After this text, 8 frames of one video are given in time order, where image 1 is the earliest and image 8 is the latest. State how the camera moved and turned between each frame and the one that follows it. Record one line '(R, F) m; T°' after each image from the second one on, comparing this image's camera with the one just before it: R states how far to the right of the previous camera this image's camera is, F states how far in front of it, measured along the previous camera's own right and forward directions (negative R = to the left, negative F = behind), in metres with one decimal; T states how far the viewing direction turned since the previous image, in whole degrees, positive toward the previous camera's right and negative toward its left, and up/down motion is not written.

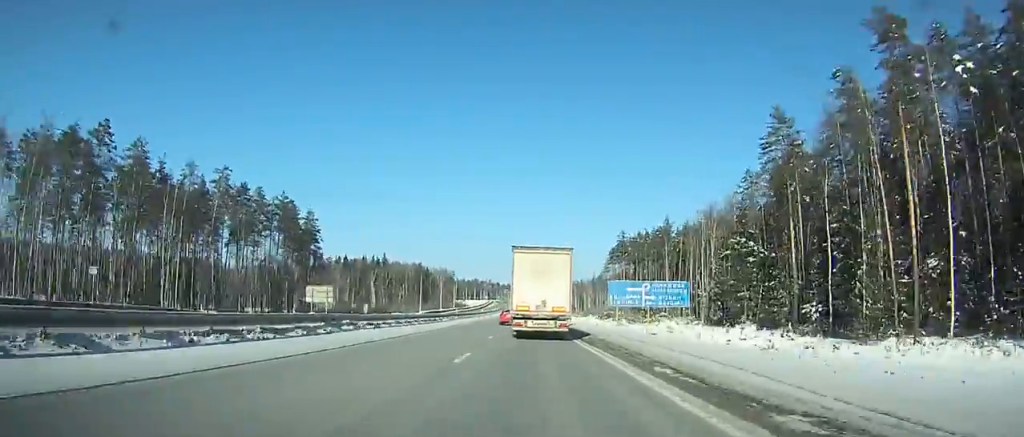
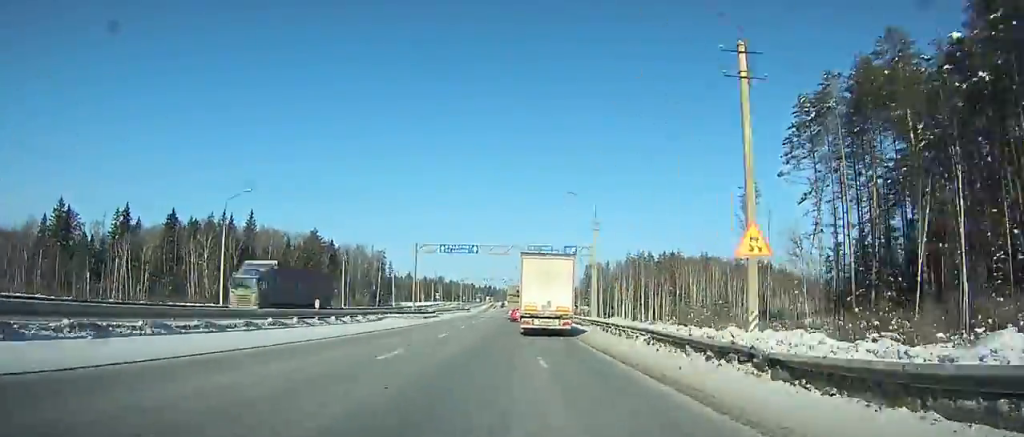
(+0.4, +156.3) m; +1°
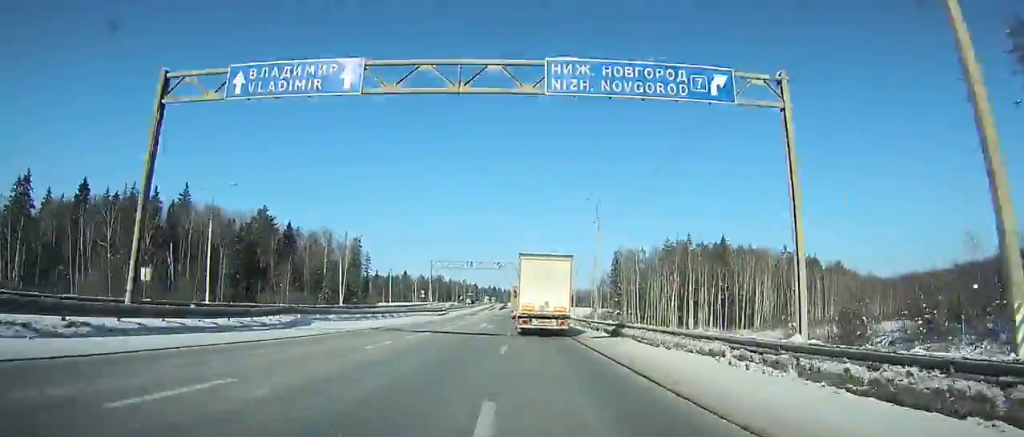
(+0.2, +42.8) m; 0°
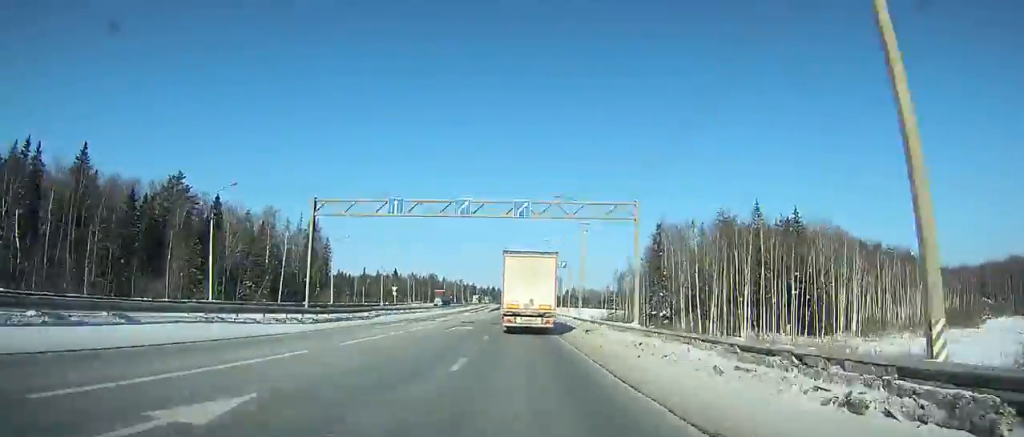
(-0.2, +39.4) m; 0°
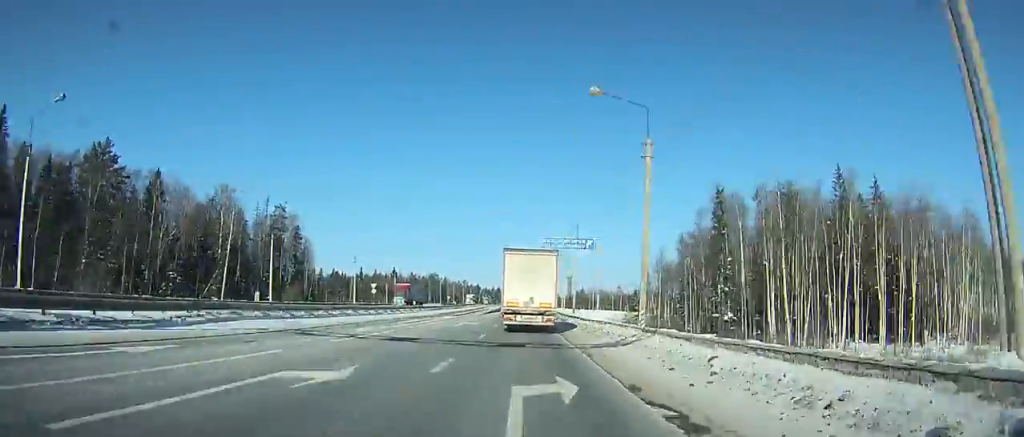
(0.0, +24.6) m; 0°
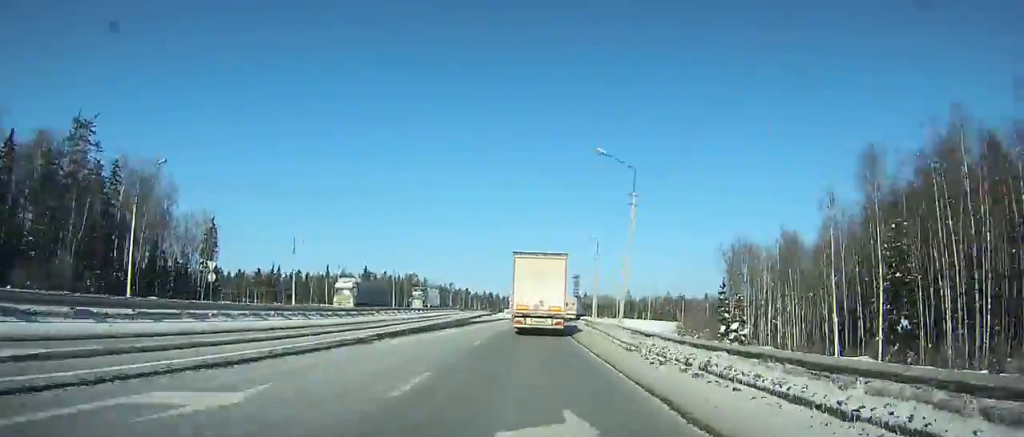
(0.0, +60.9) m; +1°
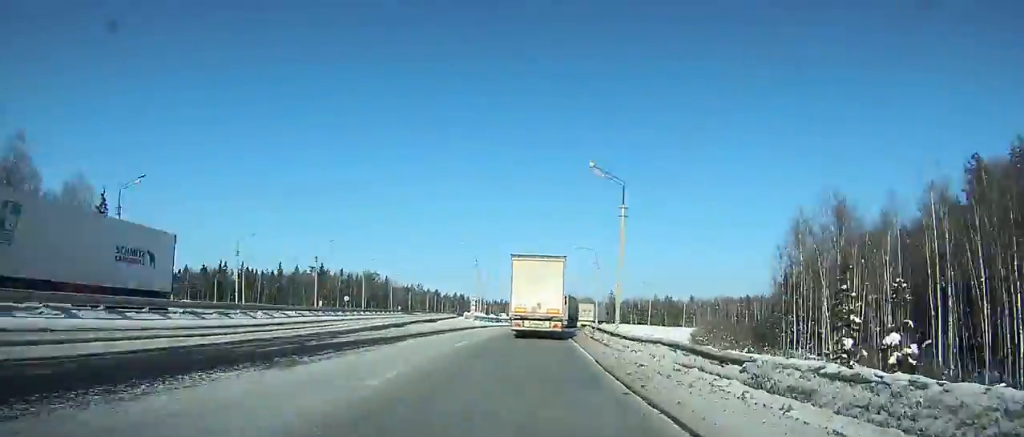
(+0.3, +34.0) m; +2°
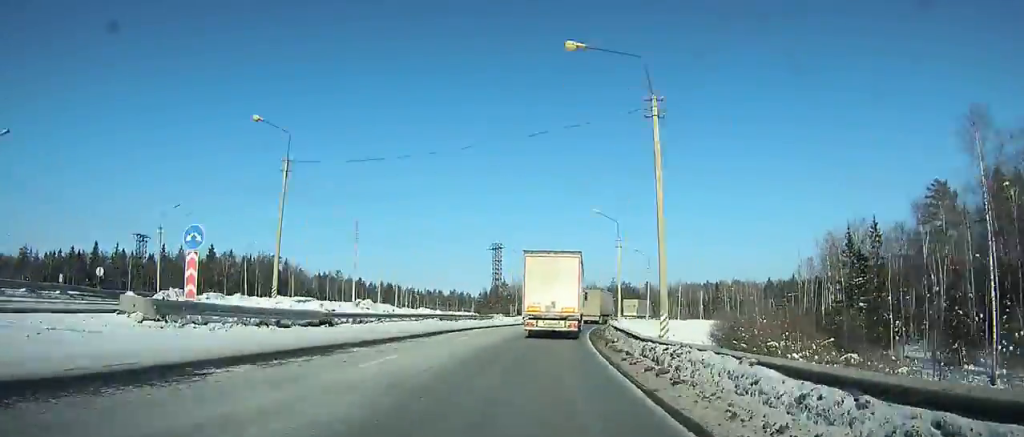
(+2.5, +56.8) m; +7°
